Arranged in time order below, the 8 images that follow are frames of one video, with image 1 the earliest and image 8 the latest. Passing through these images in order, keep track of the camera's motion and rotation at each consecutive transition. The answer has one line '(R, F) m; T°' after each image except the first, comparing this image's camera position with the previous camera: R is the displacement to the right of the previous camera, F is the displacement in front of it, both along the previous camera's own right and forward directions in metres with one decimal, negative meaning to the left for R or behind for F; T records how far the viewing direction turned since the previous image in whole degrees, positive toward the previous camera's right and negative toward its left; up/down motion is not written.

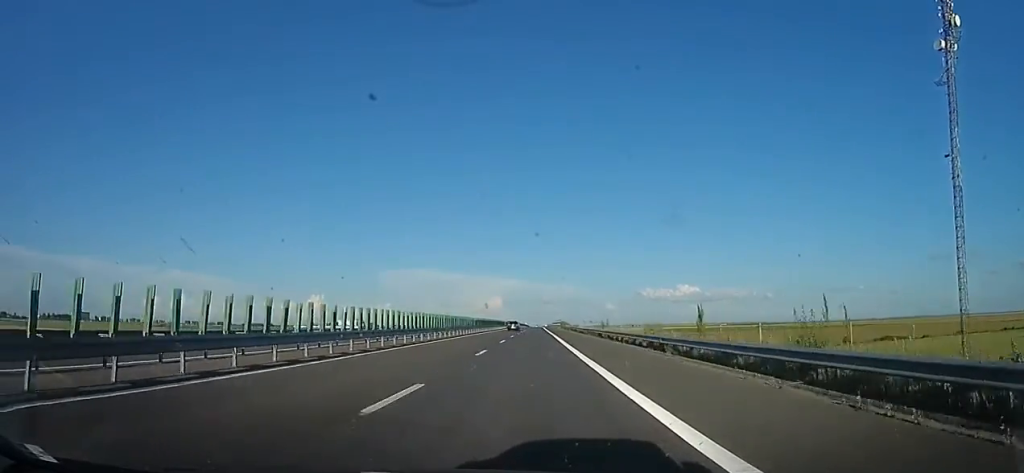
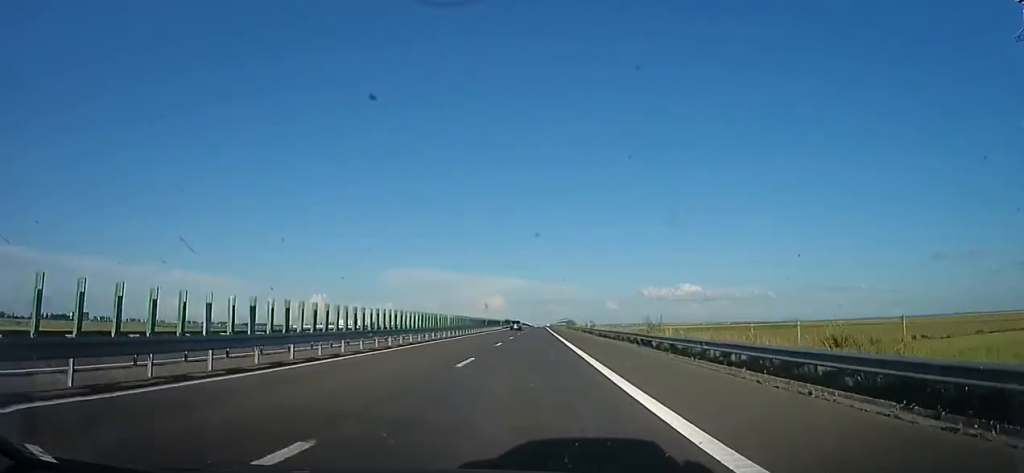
(+0.6, +17.2) m; 0°
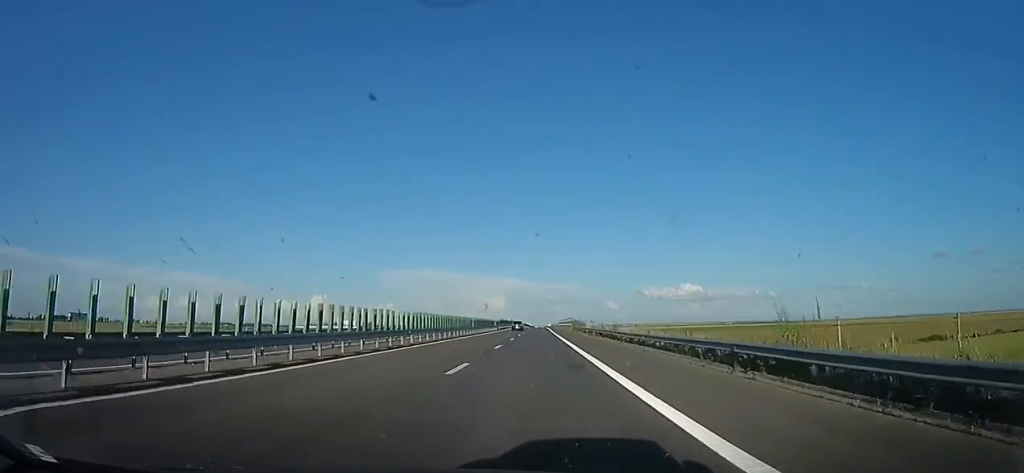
(+0.5, +14.2) m; 0°
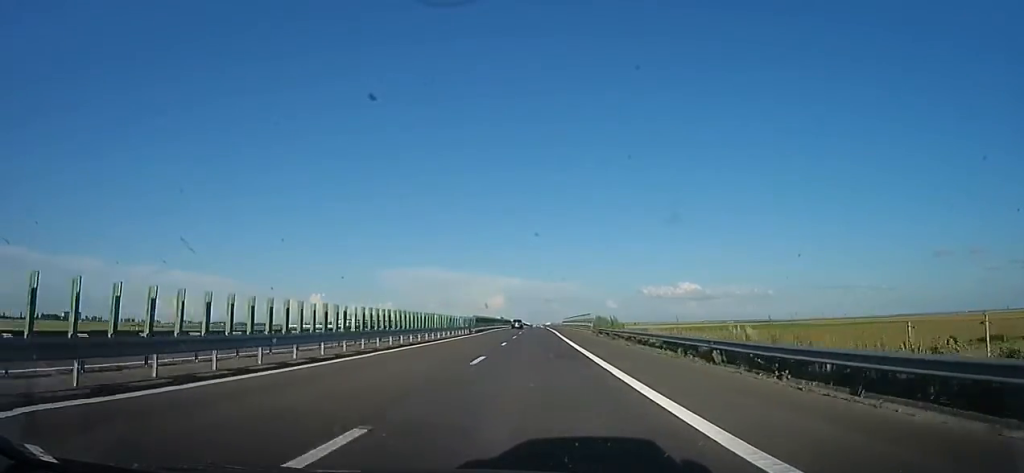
(-1.0, +33.6) m; -2°
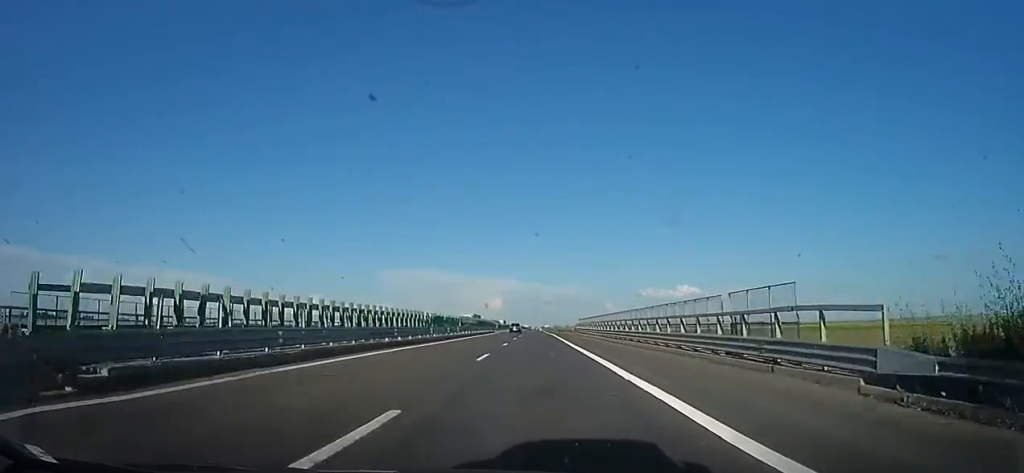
(+0.3, +47.2) m; +2°
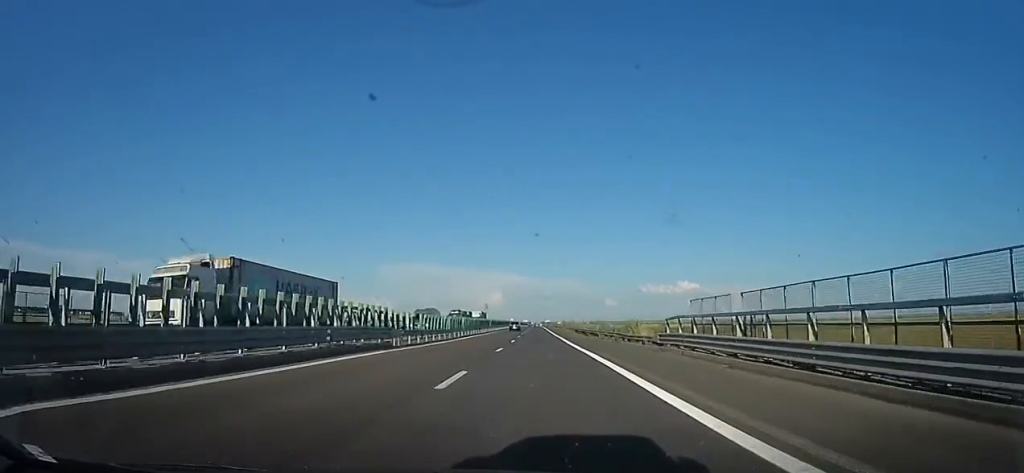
(-0.1, +55.4) m; 0°
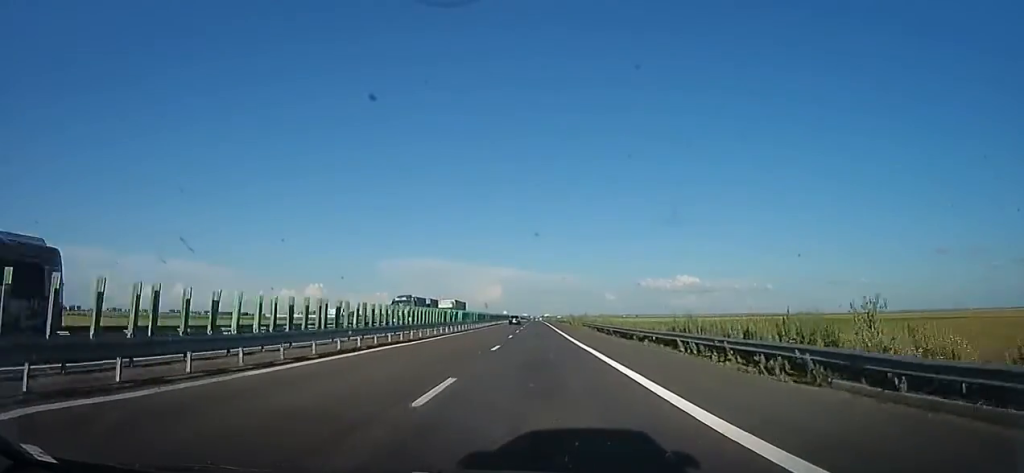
(+0.2, +26.3) m; 0°
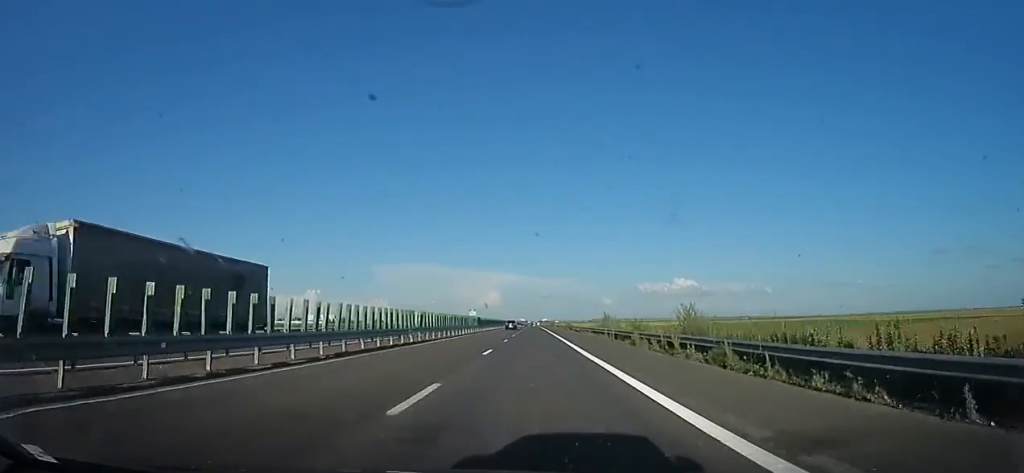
(-0.3, +49.2) m; 0°
